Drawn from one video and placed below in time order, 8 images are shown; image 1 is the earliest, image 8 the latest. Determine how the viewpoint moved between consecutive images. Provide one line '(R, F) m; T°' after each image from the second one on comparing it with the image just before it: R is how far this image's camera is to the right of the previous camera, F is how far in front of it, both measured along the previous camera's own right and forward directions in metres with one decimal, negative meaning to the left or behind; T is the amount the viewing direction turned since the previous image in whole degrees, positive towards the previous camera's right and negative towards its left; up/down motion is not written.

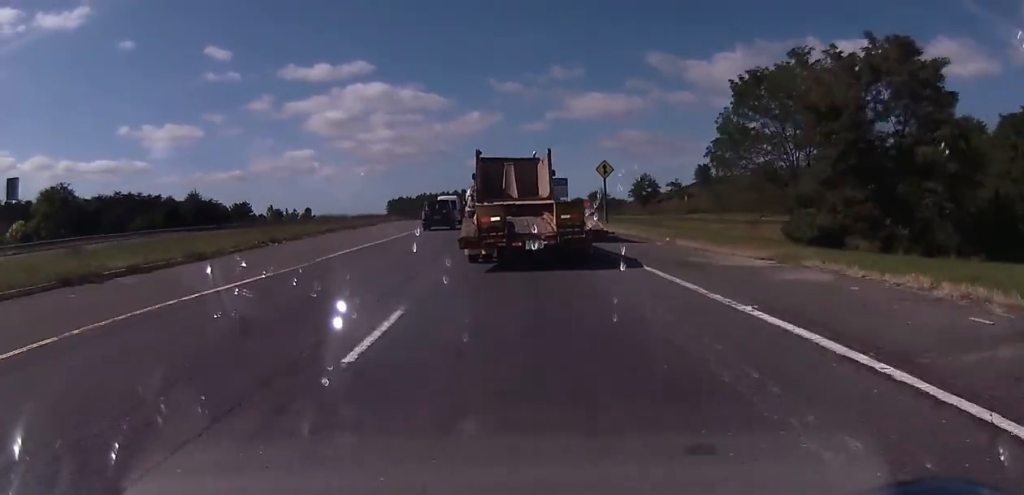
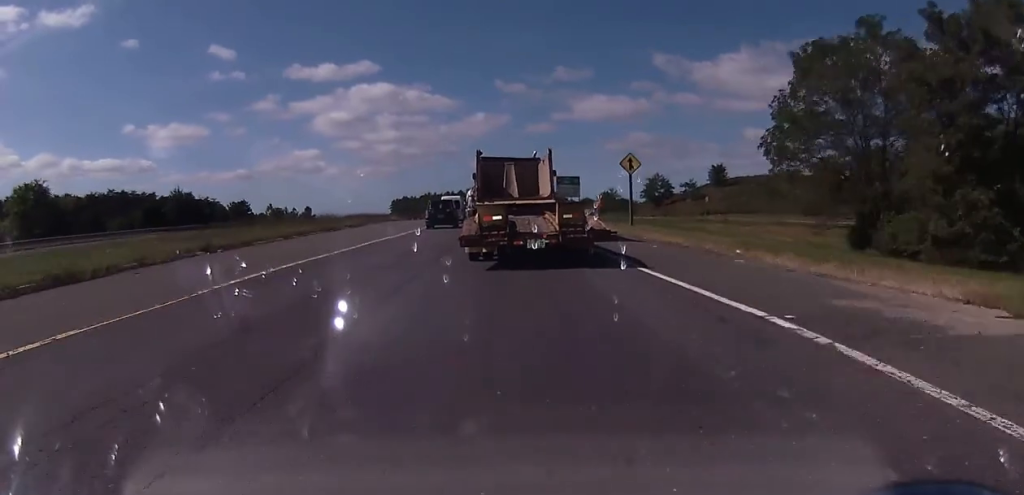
(+0.3, +7.7) m; 0°
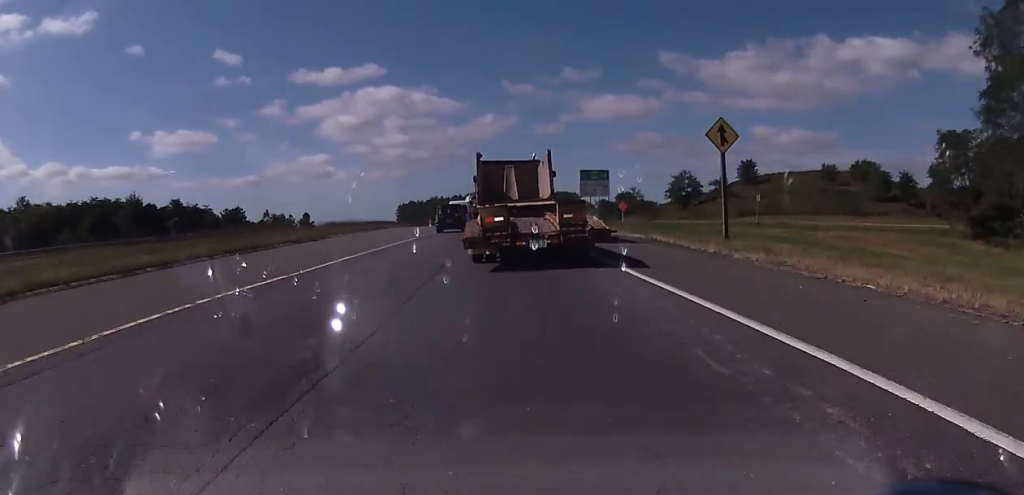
(0.0, +15.9) m; -2°
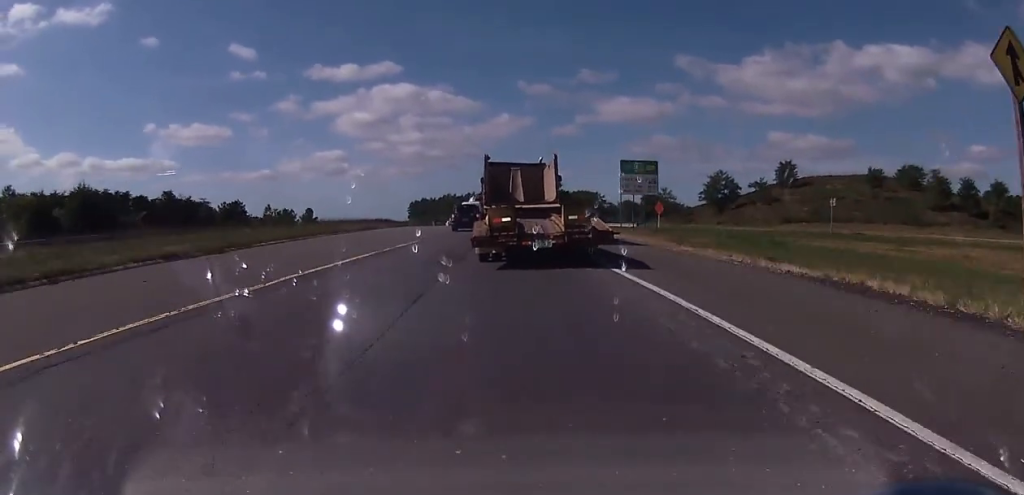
(-0.5, +14.9) m; -3°
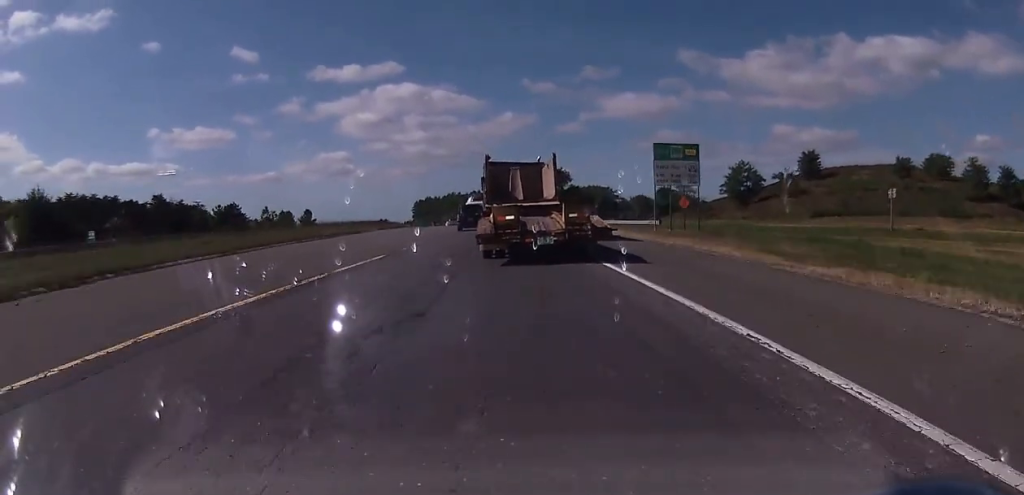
(-0.1, +9.2) m; +1°
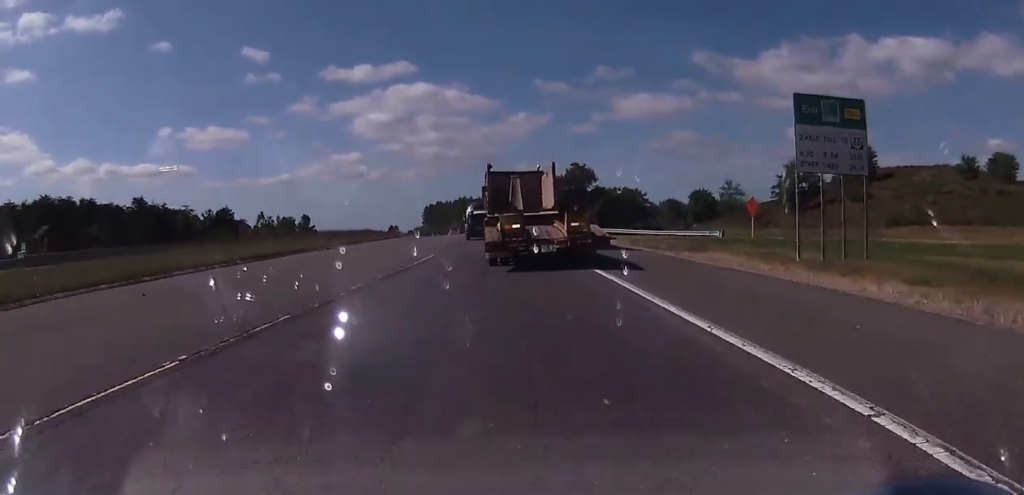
(+0.7, +17.2) m; 0°
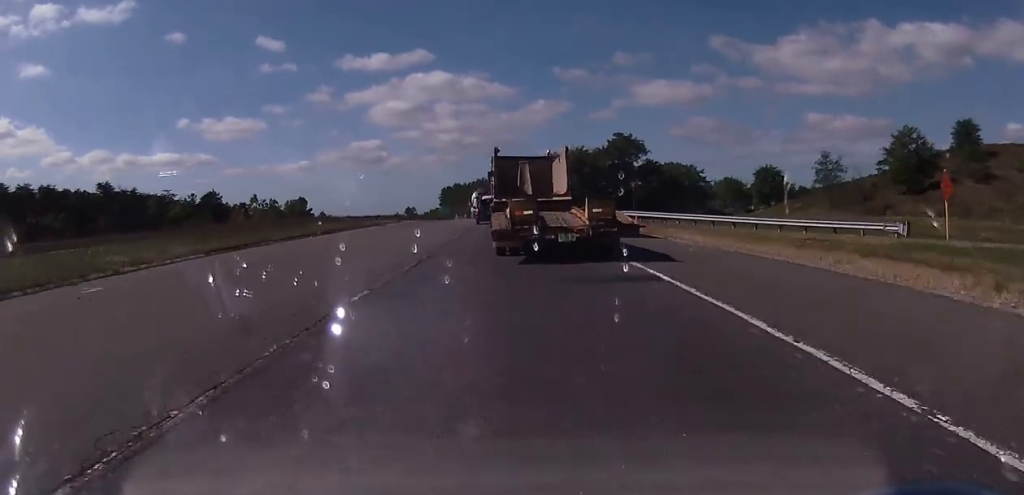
(-1.0, +22.3) m; -2°
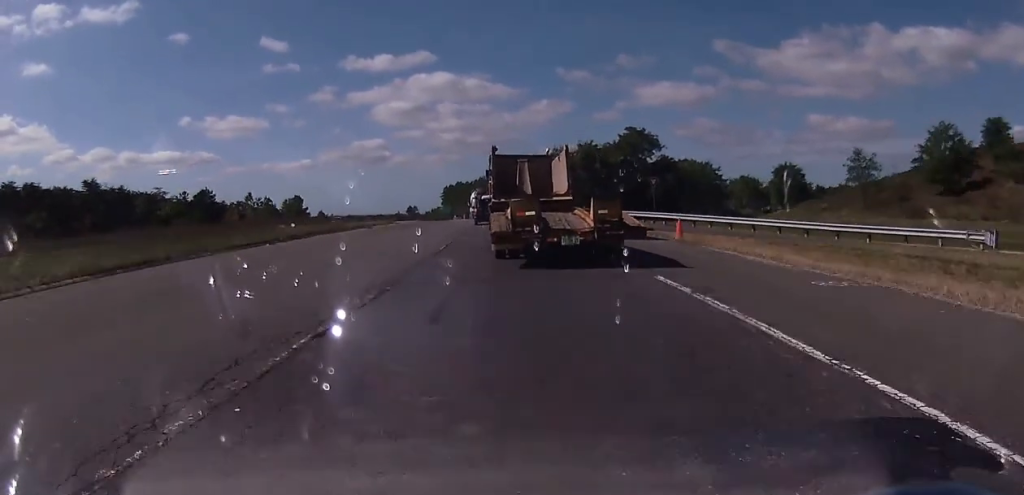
(0.0, +6.5) m; -1°
